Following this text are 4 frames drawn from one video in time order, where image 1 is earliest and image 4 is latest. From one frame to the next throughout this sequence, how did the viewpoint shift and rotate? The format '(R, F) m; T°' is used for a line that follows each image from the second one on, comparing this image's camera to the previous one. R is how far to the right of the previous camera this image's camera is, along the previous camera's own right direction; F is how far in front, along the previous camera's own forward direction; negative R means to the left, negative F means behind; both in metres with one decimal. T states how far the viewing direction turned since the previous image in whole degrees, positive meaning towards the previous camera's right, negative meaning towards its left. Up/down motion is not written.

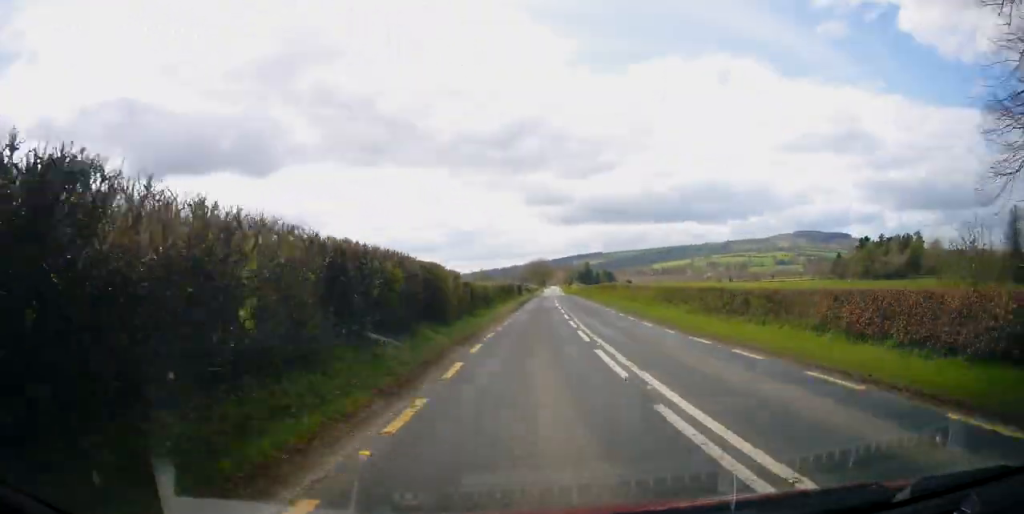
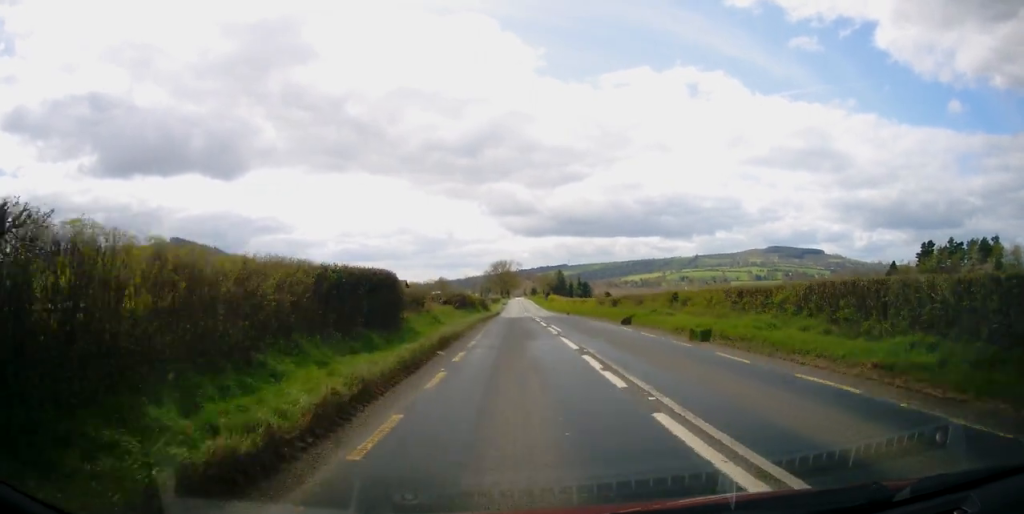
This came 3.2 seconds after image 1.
(+5.2, +66.7) m; +7°
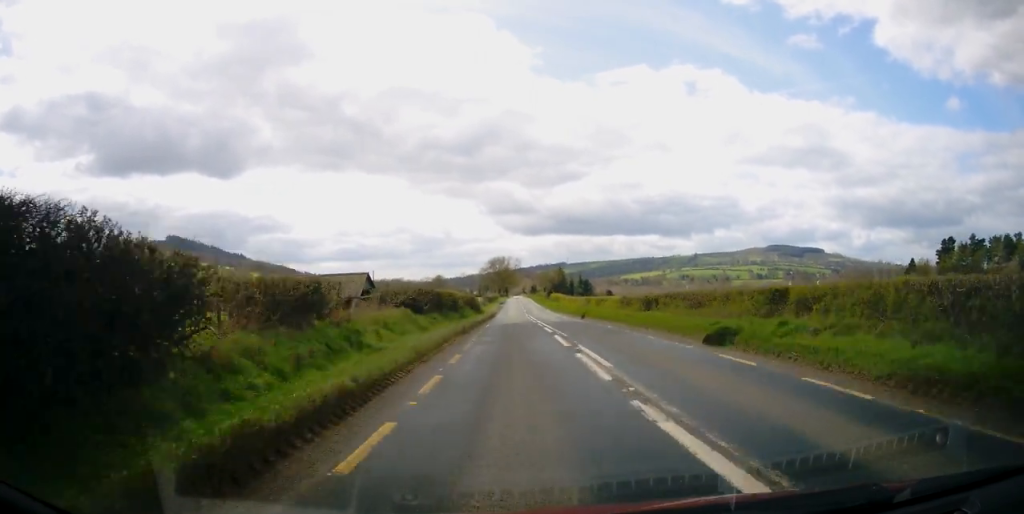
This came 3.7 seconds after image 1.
(+0.1, +12.1) m; 0°
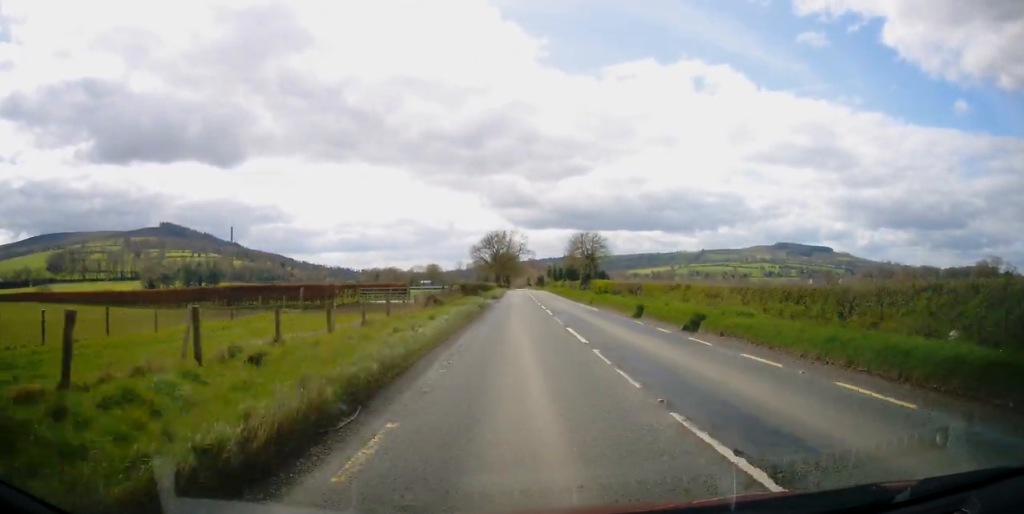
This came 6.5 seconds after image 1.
(-0.8, +58.8) m; -1°
